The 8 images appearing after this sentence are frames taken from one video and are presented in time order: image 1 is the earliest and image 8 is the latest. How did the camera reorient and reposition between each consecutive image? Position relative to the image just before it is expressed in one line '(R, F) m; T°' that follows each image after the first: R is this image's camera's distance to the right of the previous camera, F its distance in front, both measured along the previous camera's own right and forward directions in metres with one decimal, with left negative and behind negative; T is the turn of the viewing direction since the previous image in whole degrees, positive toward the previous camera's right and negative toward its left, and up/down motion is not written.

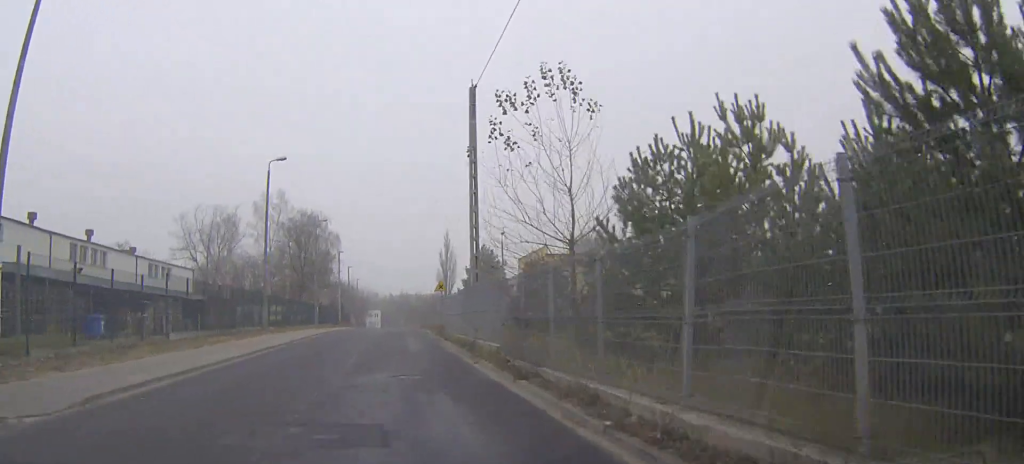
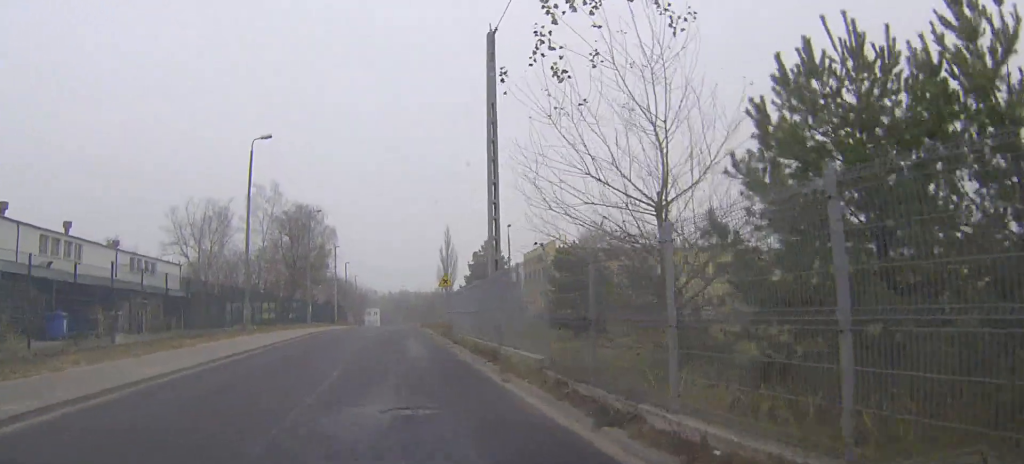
(0.0, +5.0) m; 0°
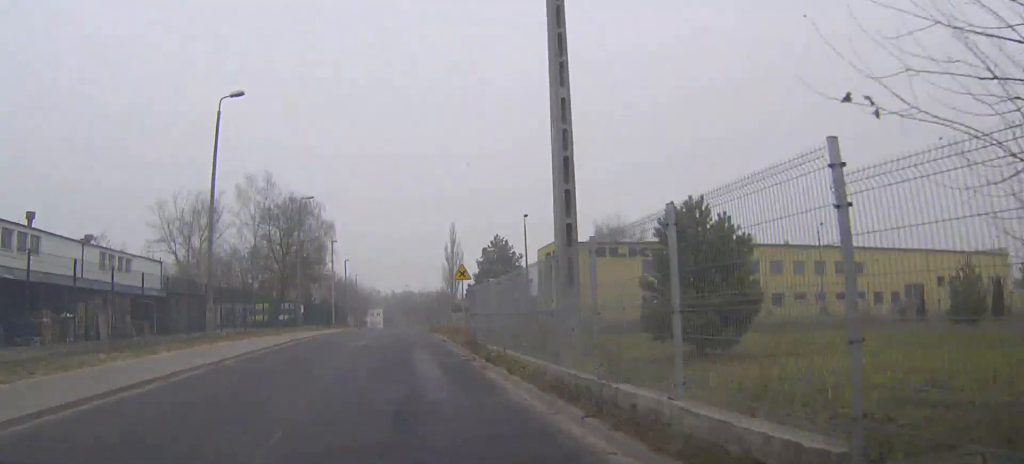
(0.0, +7.4) m; 0°
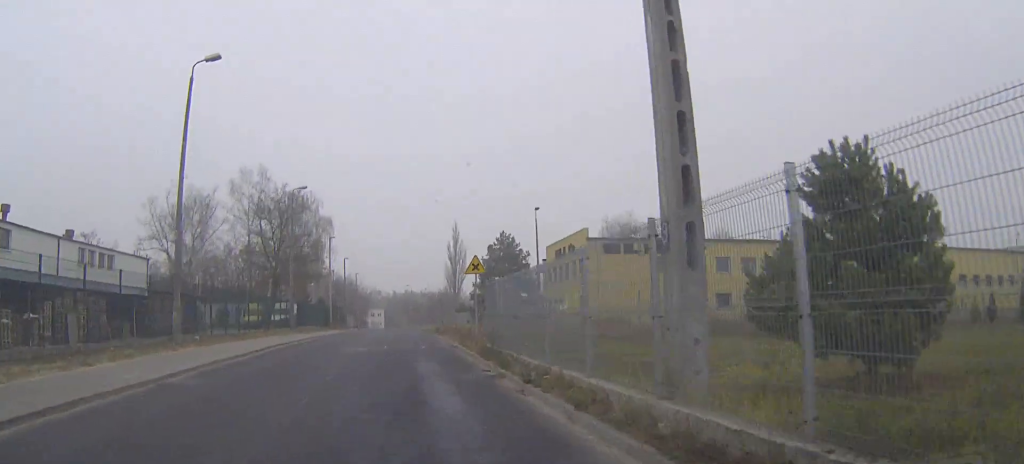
(0.0, +4.5) m; 0°
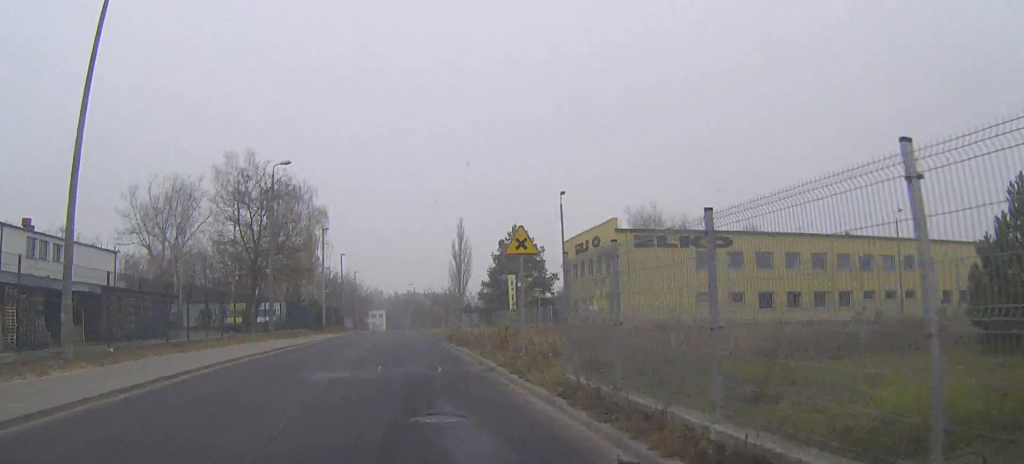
(0.0, +8.6) m; 0°
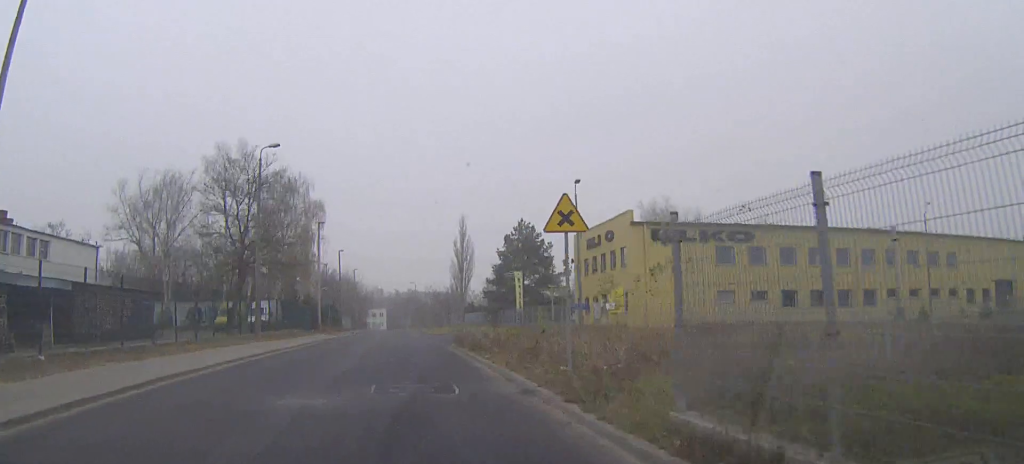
(0.0, +4.0) m; 0°
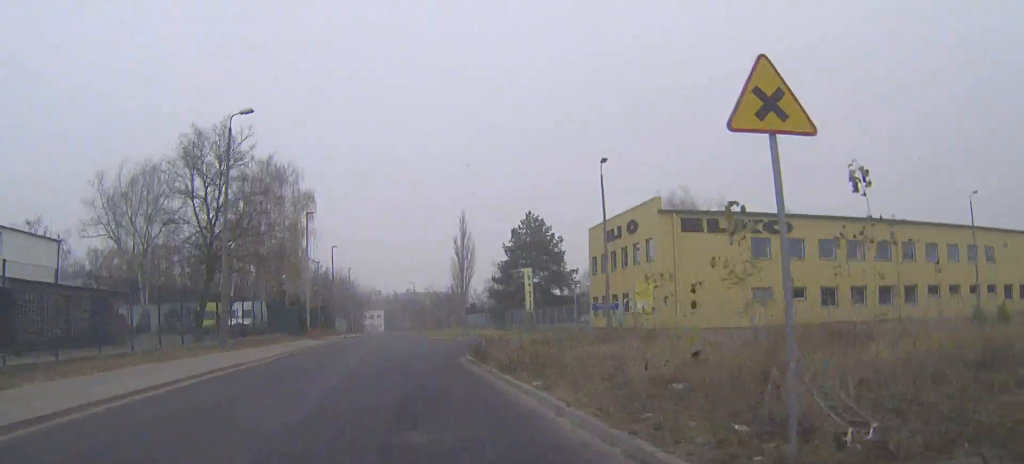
(0.0, +6.3) m; 0°
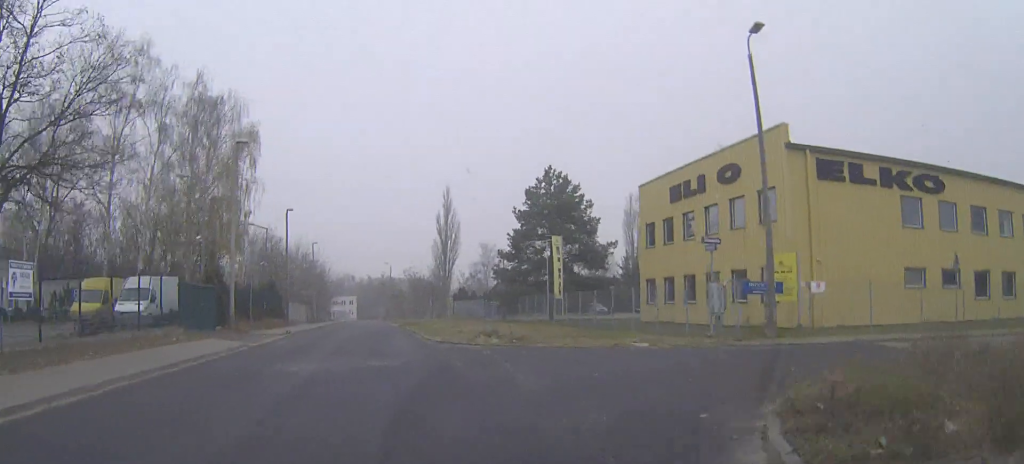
(+0.1, +20.9) m; +4°
